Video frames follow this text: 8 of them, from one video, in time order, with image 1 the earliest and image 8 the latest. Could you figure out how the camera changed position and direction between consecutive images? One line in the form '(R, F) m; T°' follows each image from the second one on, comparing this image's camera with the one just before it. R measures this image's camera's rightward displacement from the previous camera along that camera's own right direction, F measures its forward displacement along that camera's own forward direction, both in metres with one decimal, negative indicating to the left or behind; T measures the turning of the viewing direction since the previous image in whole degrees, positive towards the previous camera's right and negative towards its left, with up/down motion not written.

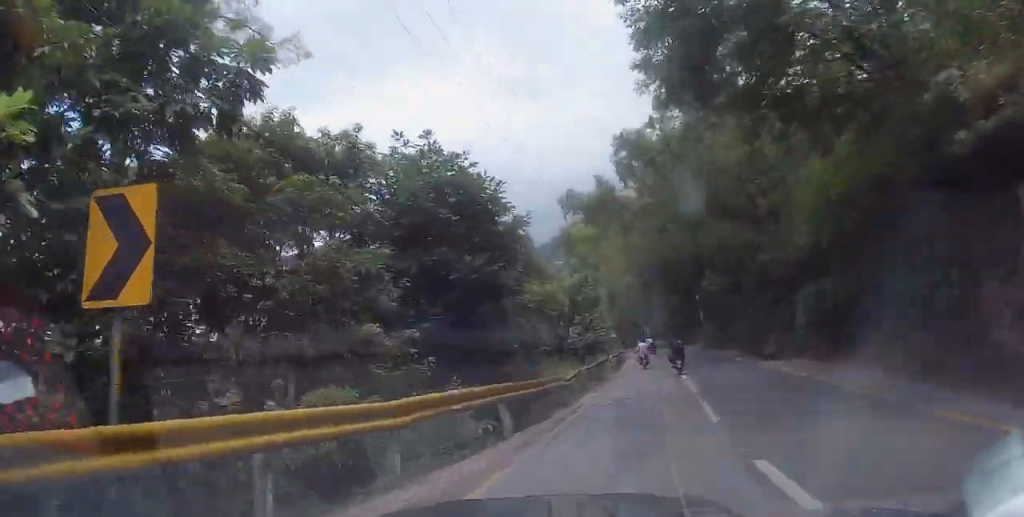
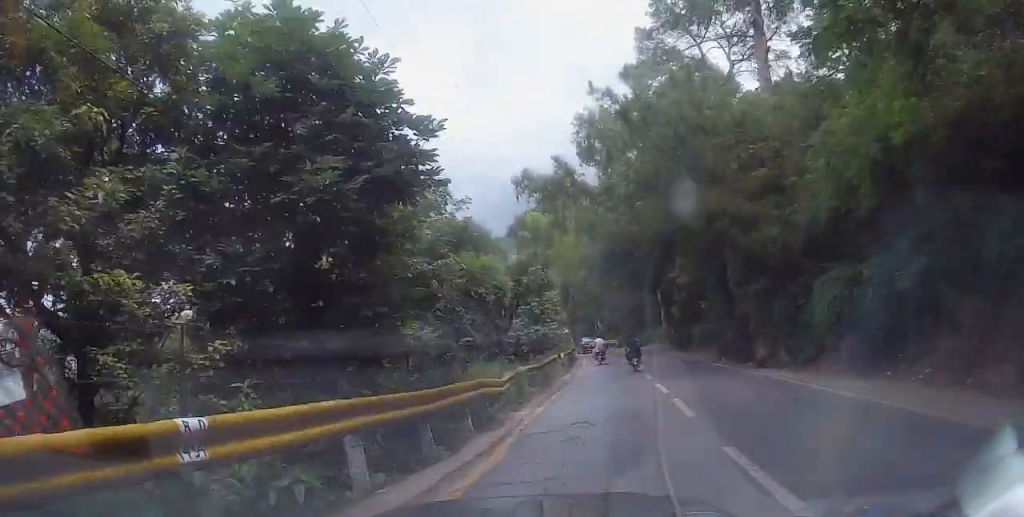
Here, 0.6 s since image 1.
(+0.3, +5.6) m; +6°
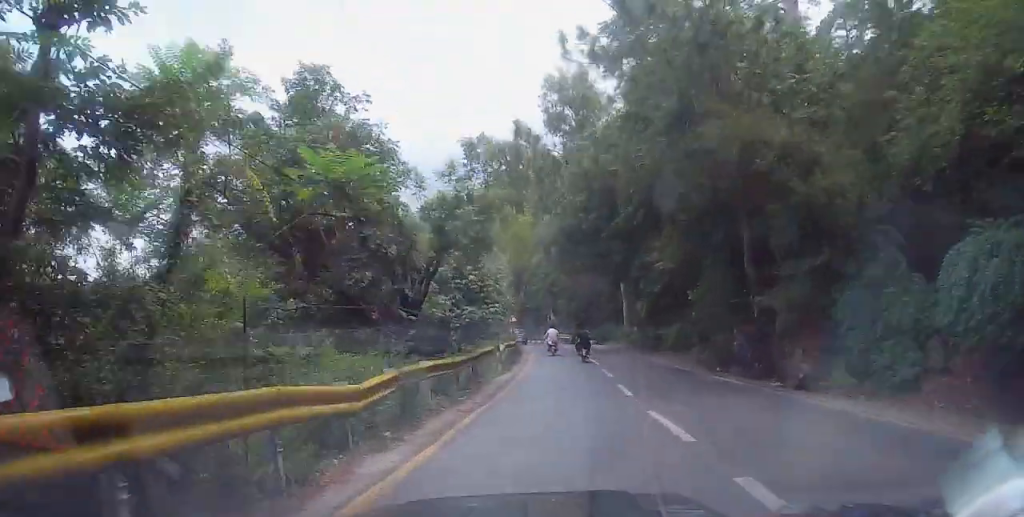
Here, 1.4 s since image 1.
(+0.6, +7.6) m; 0°
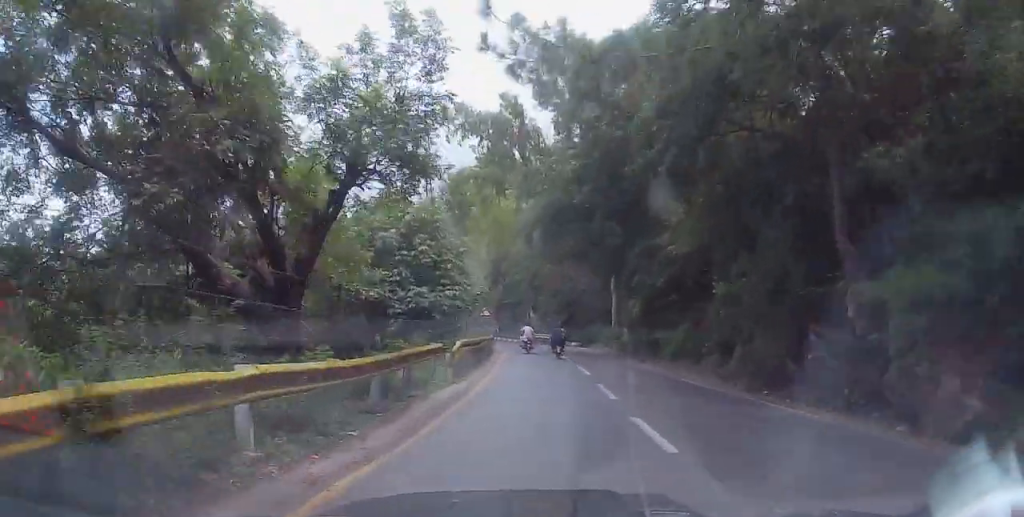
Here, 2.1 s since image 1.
(-0.1, +6.6) m; -3°
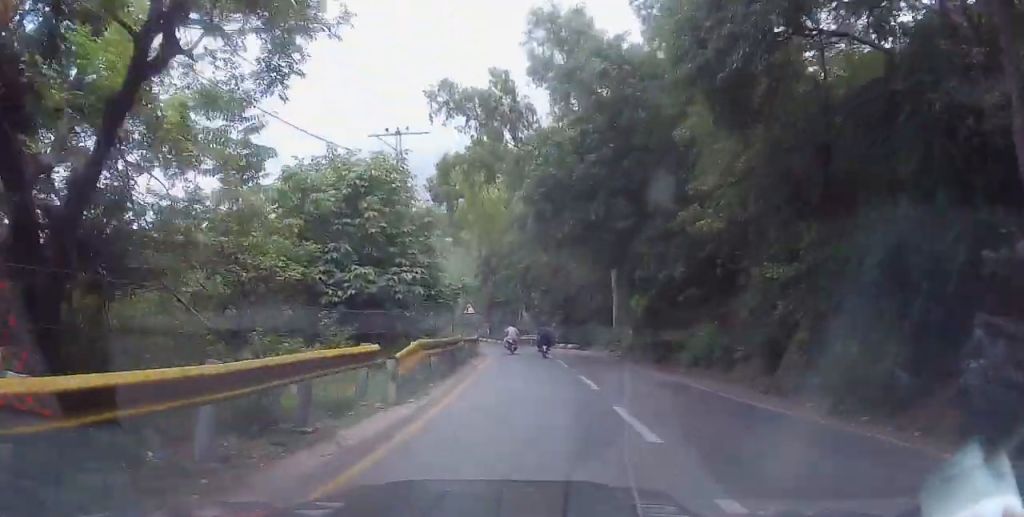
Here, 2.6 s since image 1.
(-0.4, +5.0) m; -4°
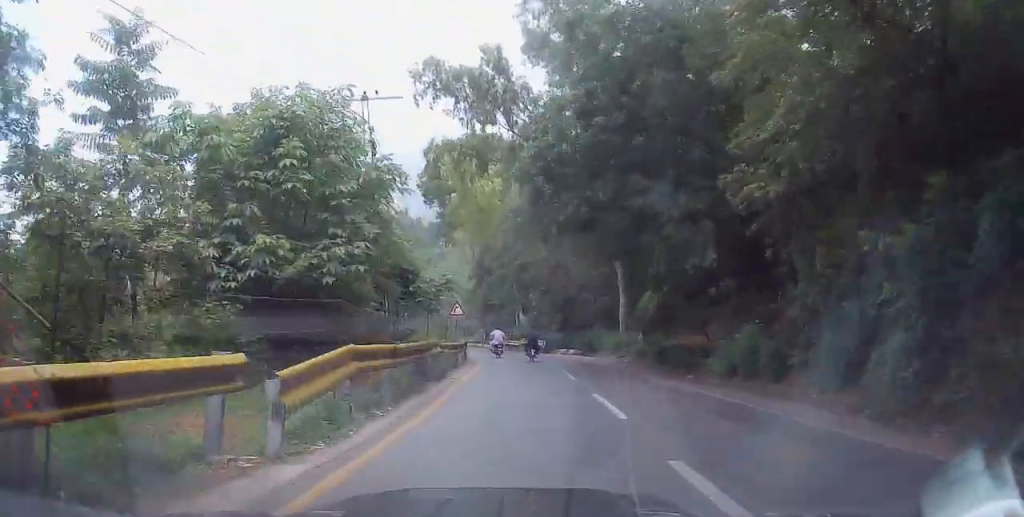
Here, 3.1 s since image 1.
(-0.1, +4.4) m; +2°
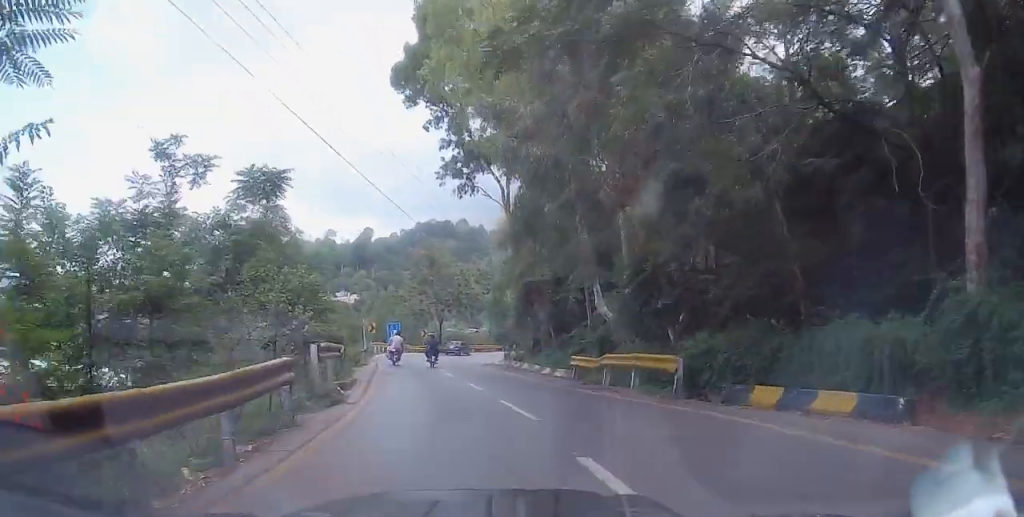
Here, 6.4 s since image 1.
(+1.2, +30.6) m; -6°
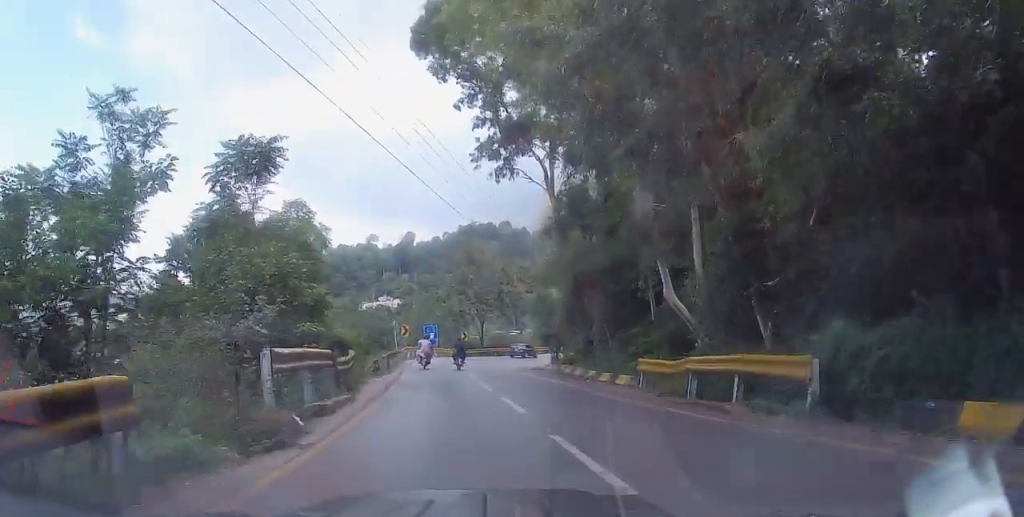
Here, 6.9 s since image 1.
(0.0, +5.0) m; -3°
